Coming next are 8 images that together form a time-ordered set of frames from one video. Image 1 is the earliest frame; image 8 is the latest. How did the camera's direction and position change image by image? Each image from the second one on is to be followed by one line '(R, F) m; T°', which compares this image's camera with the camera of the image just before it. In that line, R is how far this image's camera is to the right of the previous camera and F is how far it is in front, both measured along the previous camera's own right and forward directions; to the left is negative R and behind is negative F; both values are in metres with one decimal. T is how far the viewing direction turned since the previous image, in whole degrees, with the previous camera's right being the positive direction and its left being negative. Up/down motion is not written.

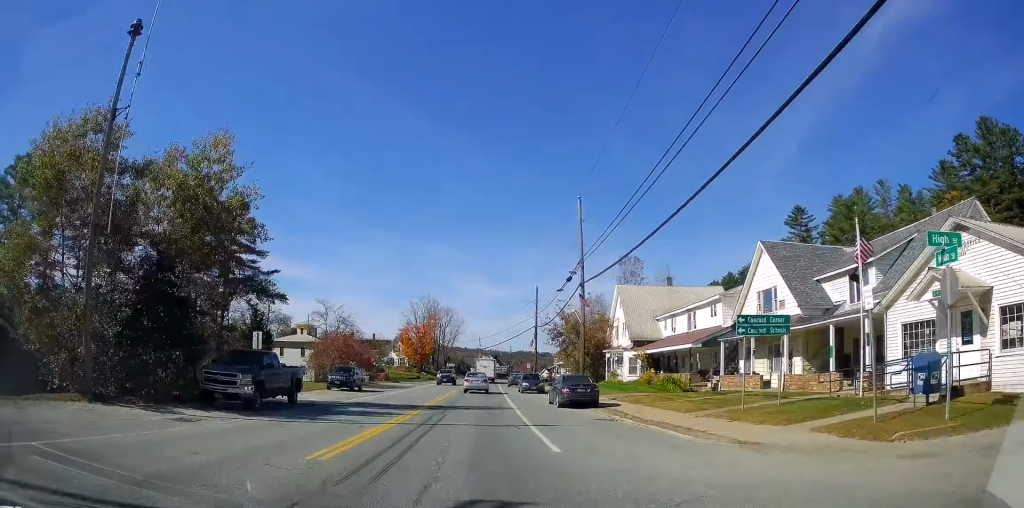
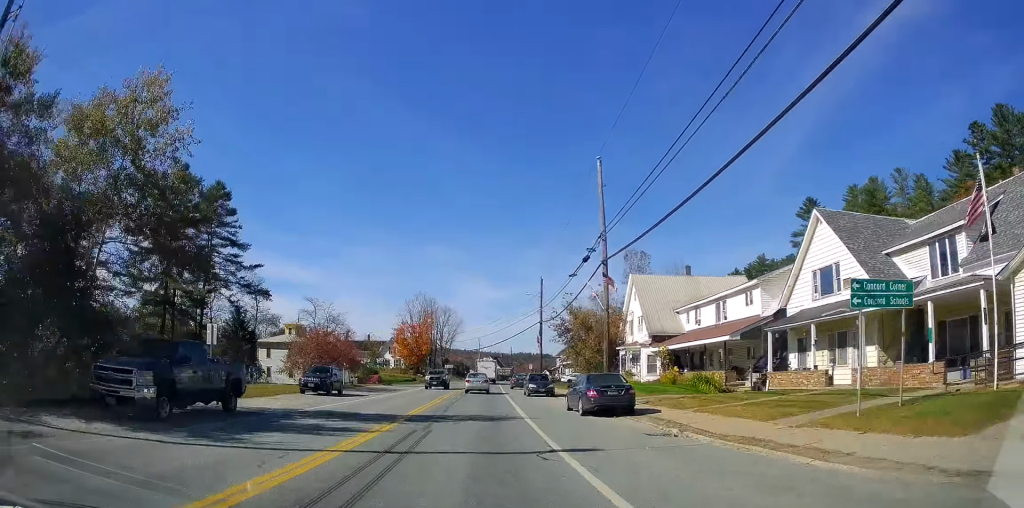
(-0.1, +5.9) m; -1°
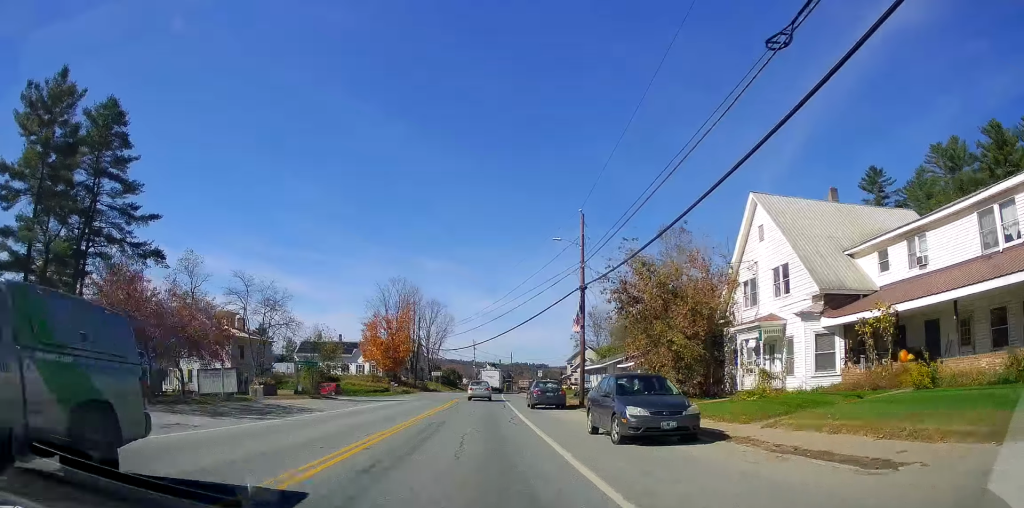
(-0.1, +24.5) m; 0°
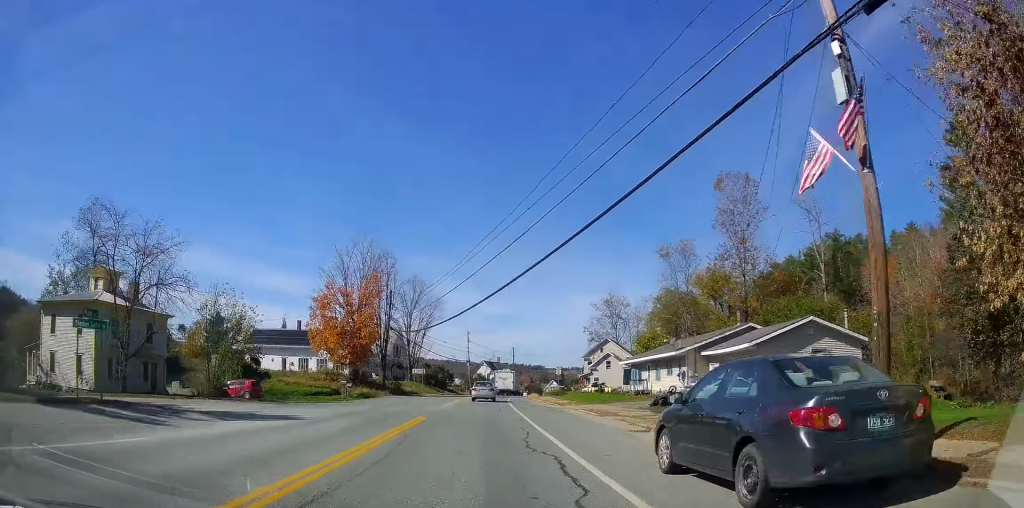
(-0.5, +23.6) m; -2°
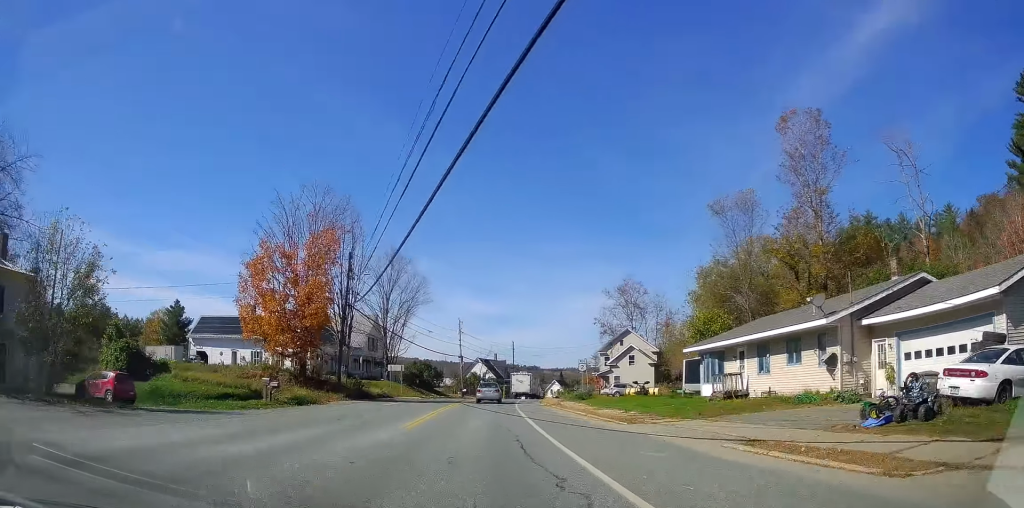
(0.0, +16.6) m; +1°
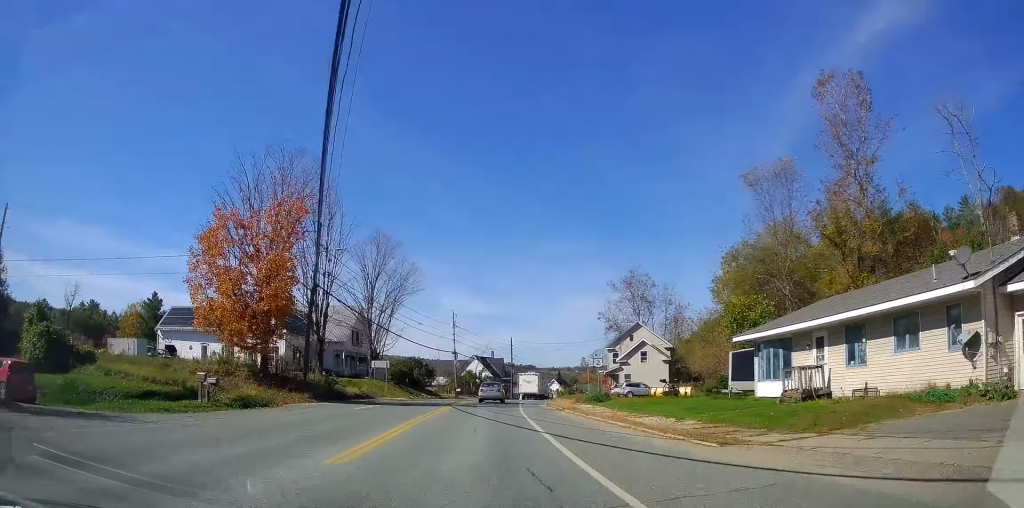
(+0.1, +7.2) m; +1°
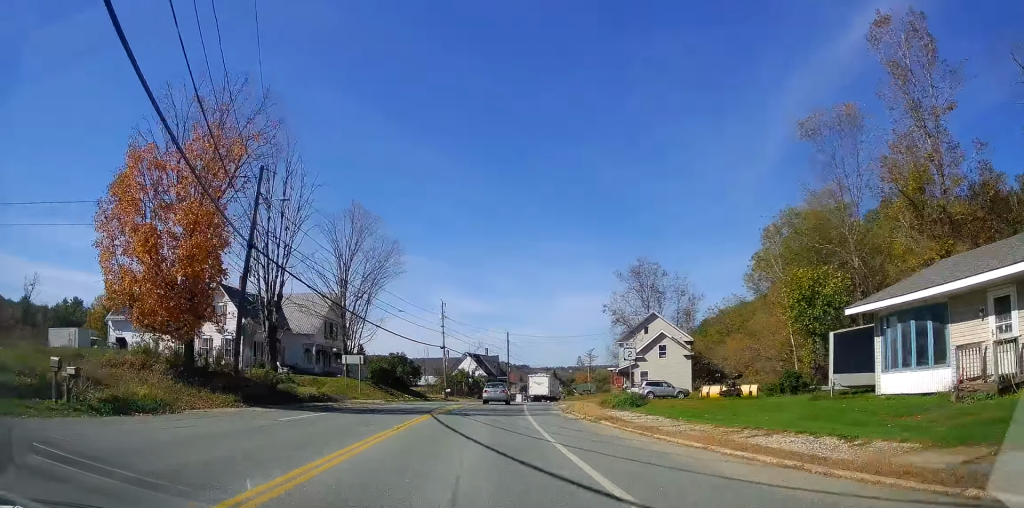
(0.0, +9.4) m; +1°
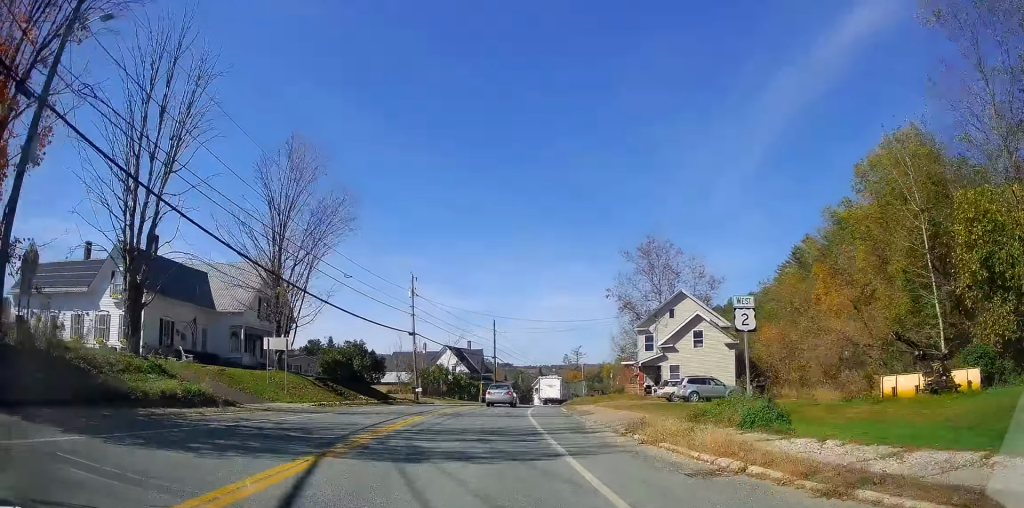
(+0.3, +14.0) m; +1°
